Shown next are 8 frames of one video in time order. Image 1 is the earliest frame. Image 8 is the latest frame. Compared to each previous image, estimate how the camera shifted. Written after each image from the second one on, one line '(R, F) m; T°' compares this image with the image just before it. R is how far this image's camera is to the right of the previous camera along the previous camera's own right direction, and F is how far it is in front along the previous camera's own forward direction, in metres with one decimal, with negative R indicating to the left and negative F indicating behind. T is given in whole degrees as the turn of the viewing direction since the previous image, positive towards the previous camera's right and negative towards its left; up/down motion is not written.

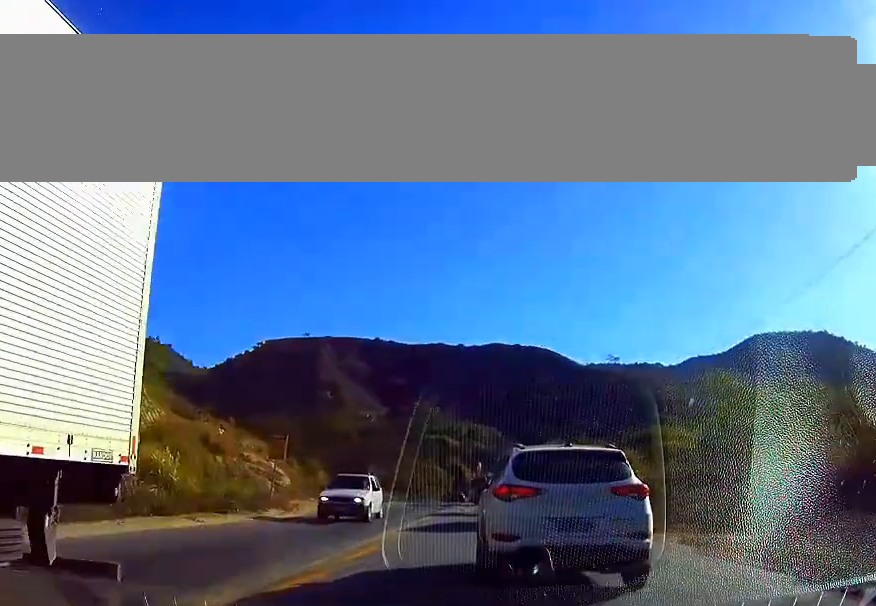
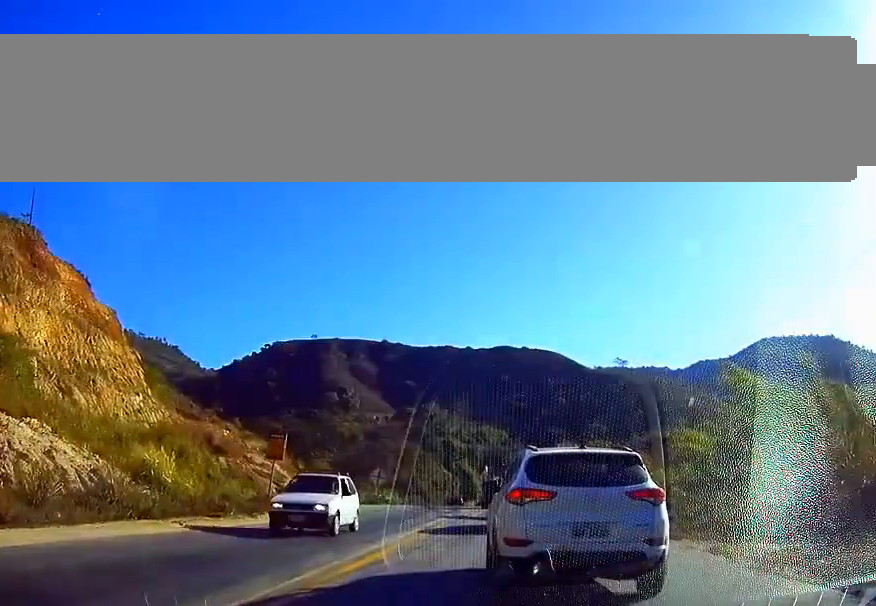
(0.0, +2.1) m; 0°
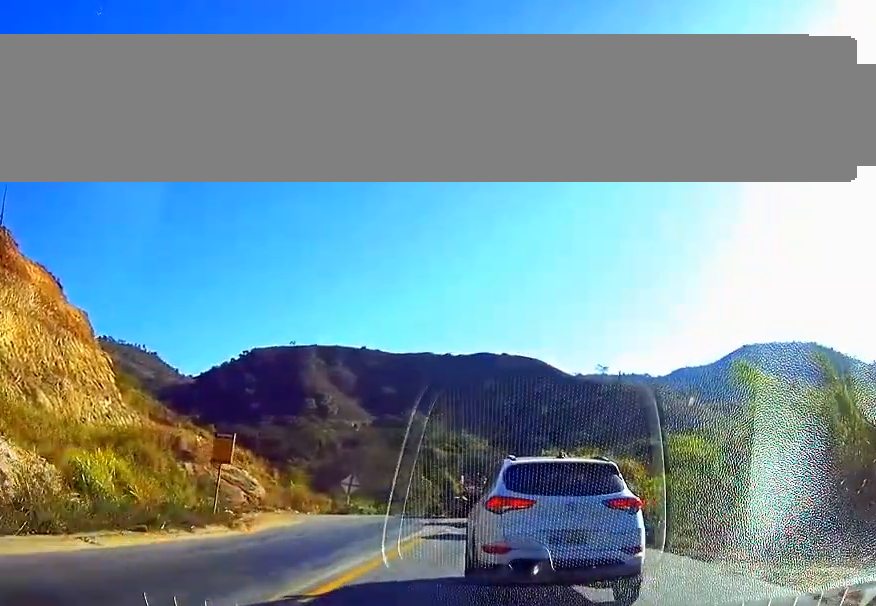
(0.0, +4.7) m; 0°
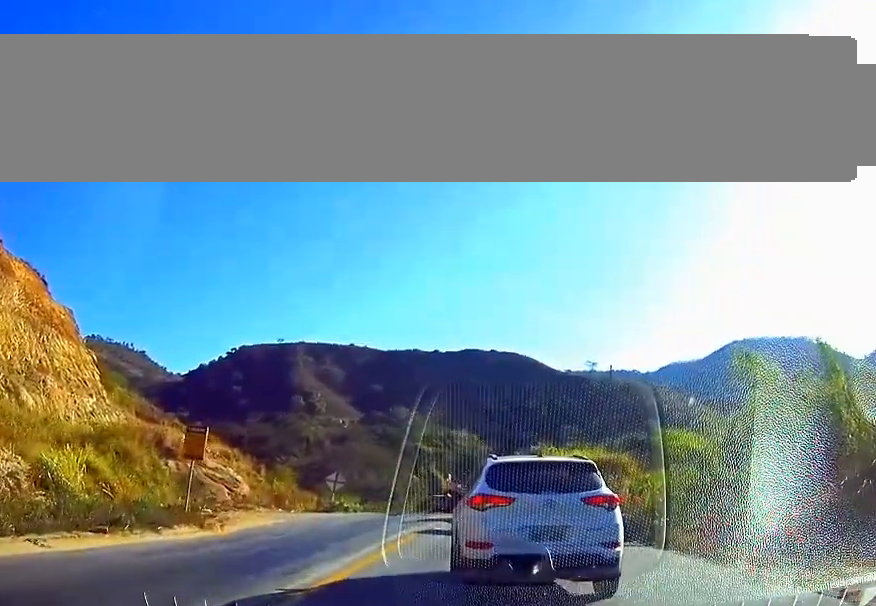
(0.0, +1.5) m; 0°
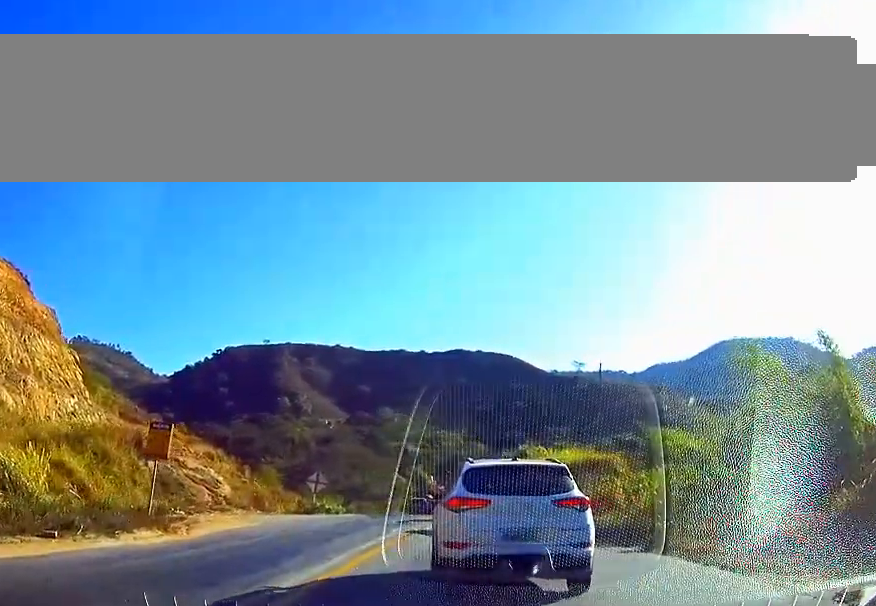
(0.0, +1.5) m; 0°
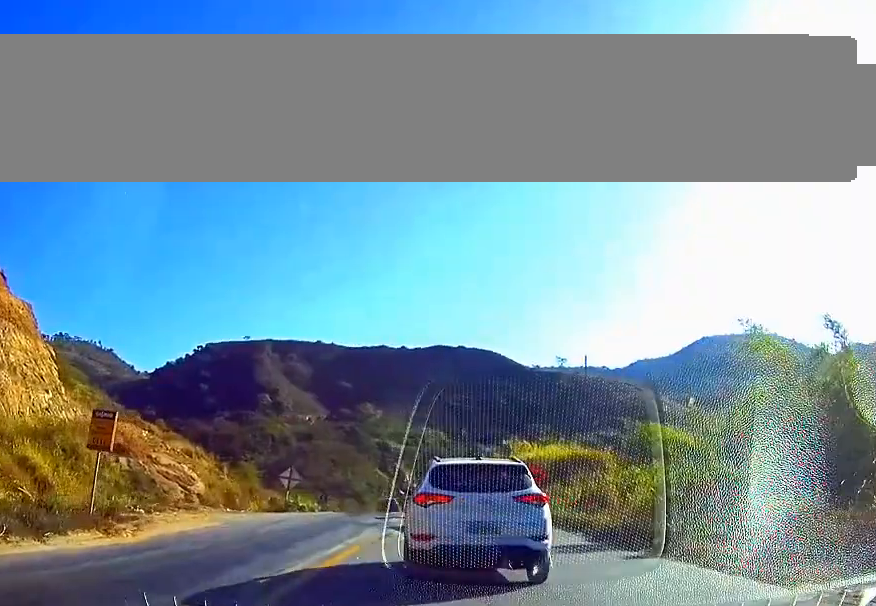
(0.0, +2.2) m; 0°
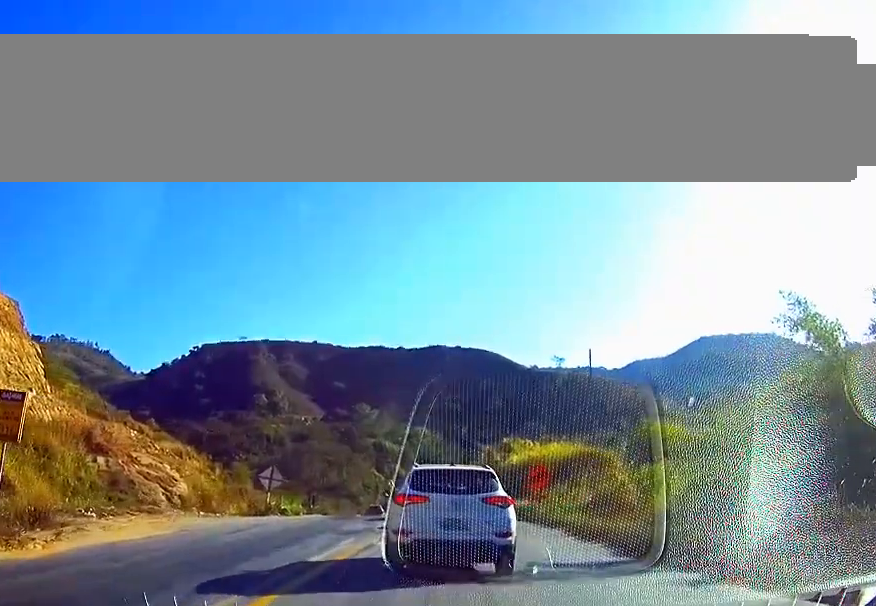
(0.0, +4.0) m; 0°
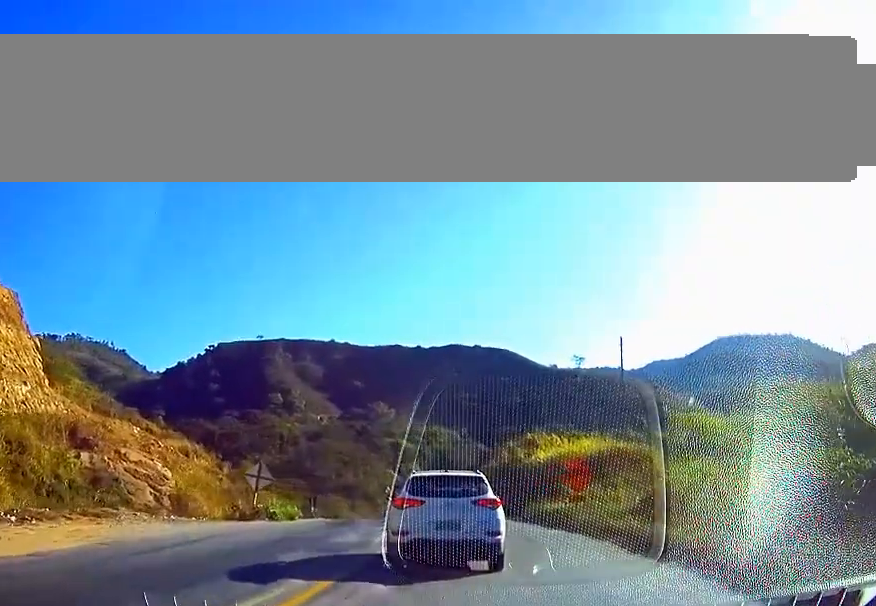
(0.0, +6.2) m; 0°
